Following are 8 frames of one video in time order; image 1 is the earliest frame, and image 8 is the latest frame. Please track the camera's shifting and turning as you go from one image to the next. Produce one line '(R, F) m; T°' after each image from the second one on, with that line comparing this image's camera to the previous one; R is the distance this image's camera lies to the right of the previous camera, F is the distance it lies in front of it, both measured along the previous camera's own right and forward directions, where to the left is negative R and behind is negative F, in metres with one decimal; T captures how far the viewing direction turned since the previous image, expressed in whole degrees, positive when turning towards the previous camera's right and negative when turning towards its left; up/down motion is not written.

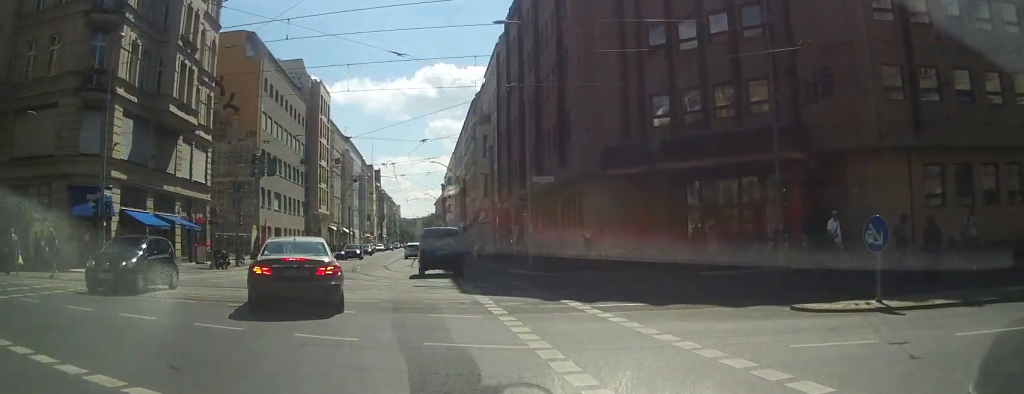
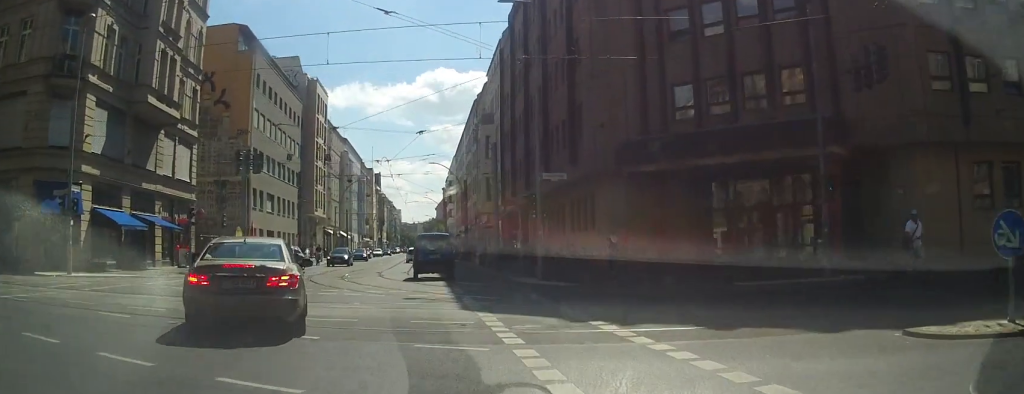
(0.0, +2.6) m; 0°
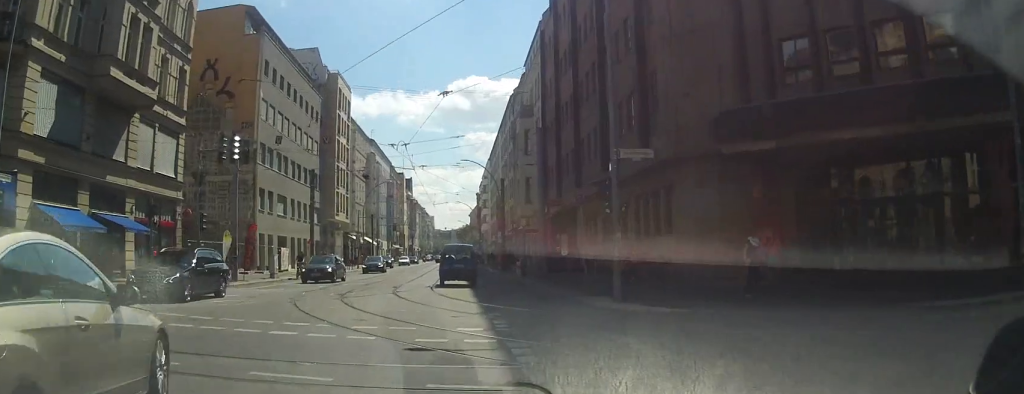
(0.0, +6.2) m; -2°
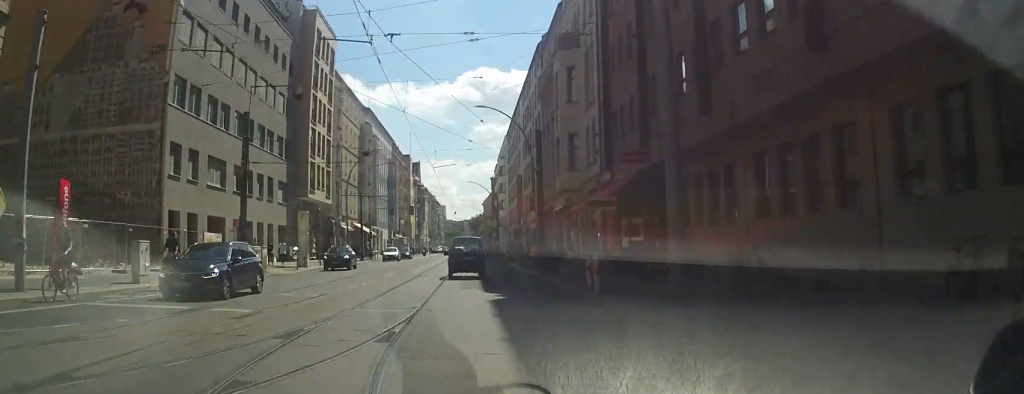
(-0.5, +18.3) m; -4°
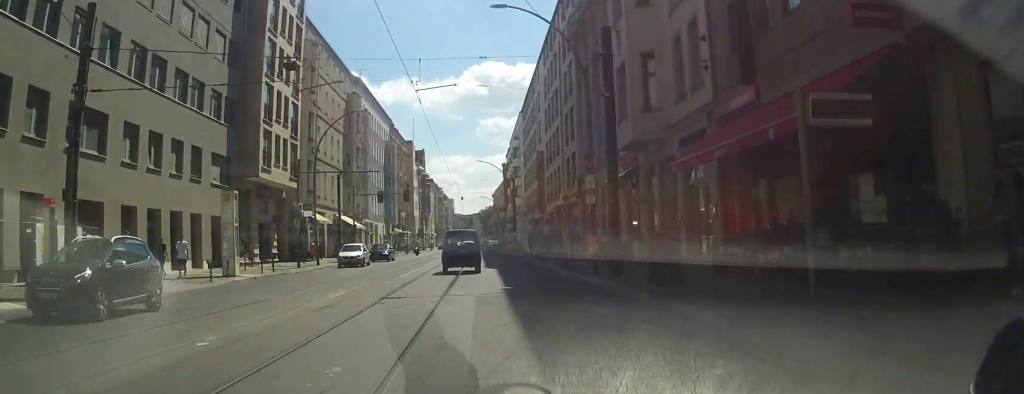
(-0.5, +17.1) m; -1°
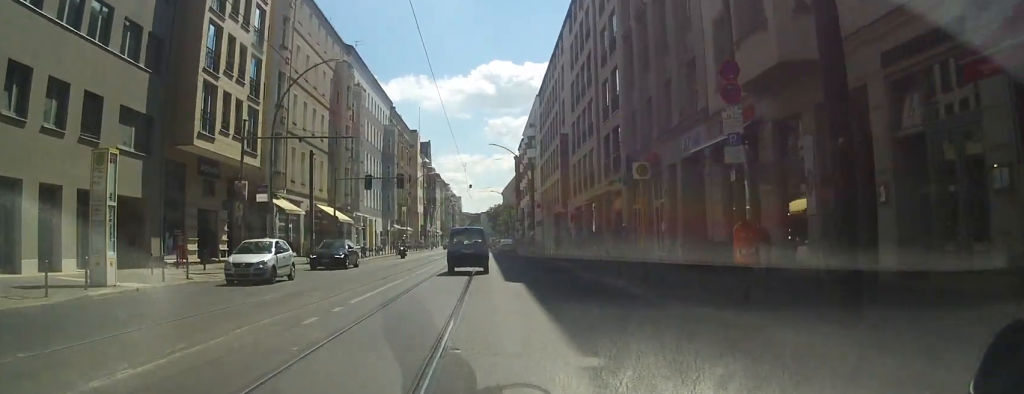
(+0.3, +12.7) m; +1°
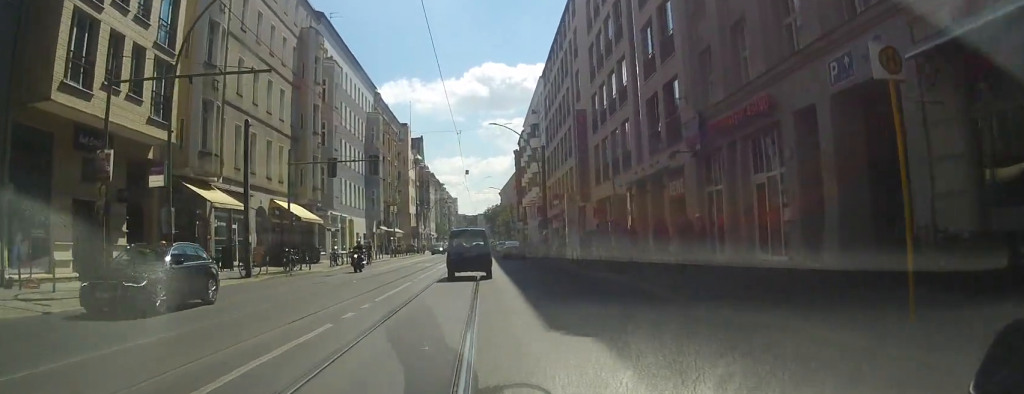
(0.0, +12.7) m; -1°
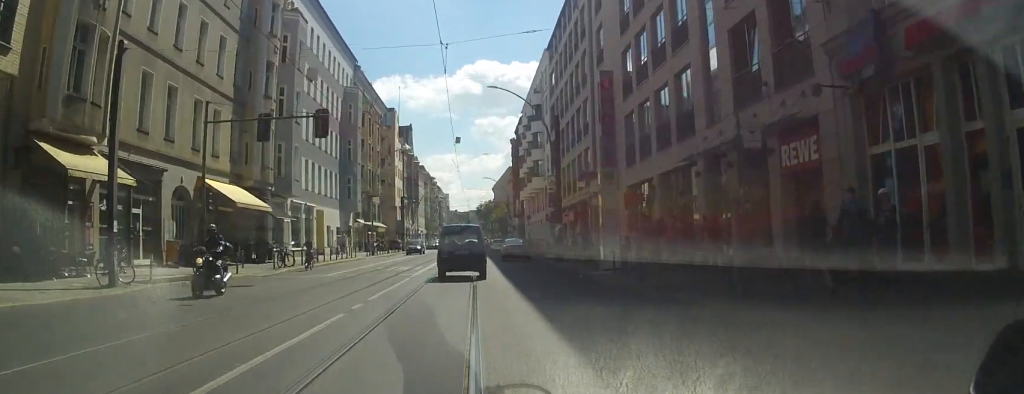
(-0.1, +12.1) m; -1°
